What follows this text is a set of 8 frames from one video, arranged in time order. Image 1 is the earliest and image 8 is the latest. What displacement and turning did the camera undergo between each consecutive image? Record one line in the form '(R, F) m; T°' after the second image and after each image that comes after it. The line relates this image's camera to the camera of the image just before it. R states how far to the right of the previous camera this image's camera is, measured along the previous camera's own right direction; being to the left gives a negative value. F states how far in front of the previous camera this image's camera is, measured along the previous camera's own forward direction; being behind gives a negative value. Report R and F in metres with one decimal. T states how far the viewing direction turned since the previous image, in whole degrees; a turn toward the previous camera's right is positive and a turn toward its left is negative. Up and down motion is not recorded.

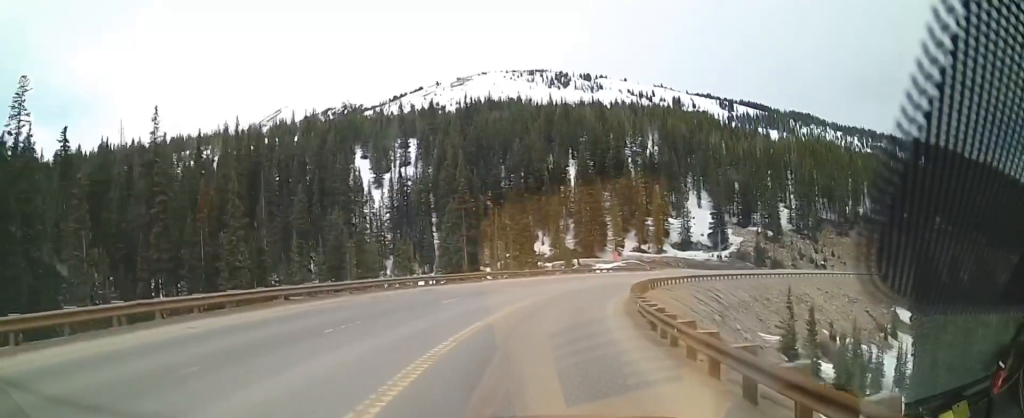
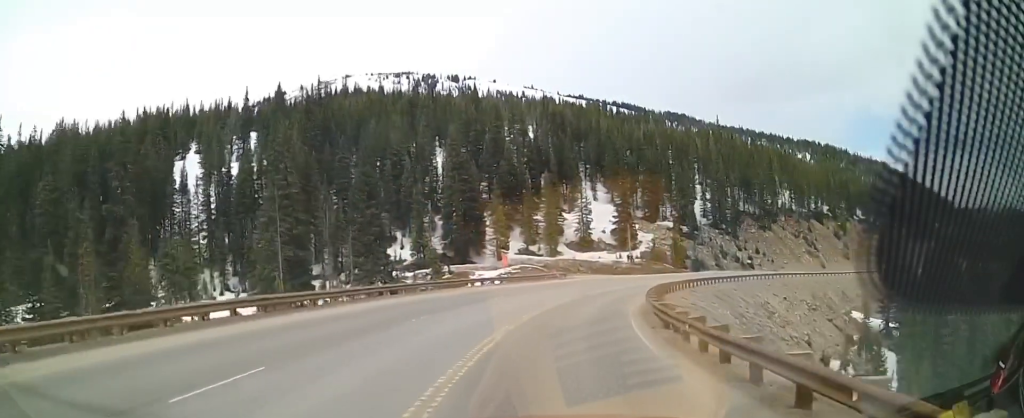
(+4.2, +29.6) m; +15°
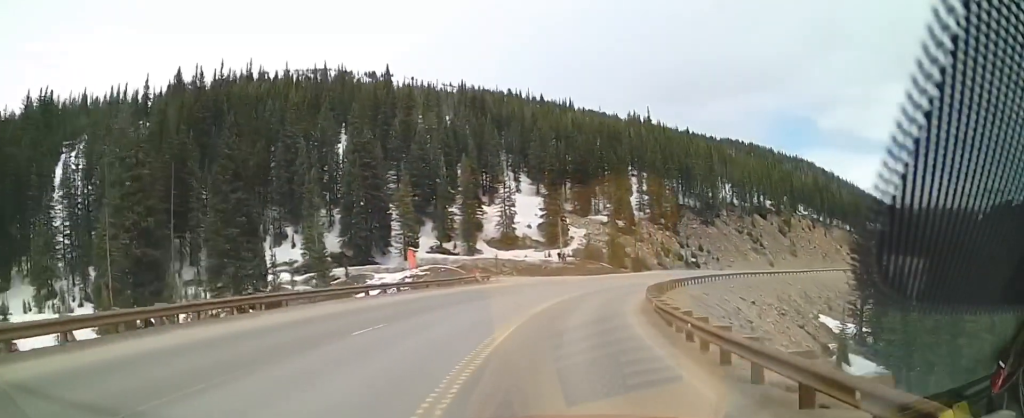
(+0.8, +16.0) m; +8°
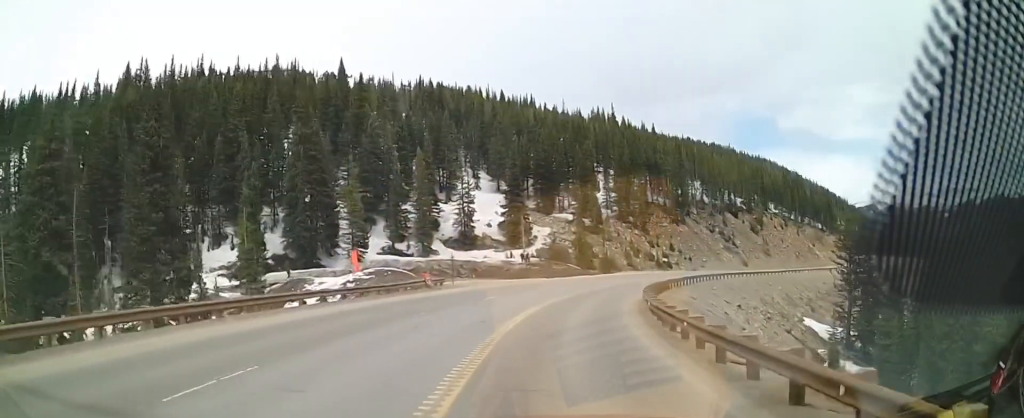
(+0.5, +7.7) m; +4°
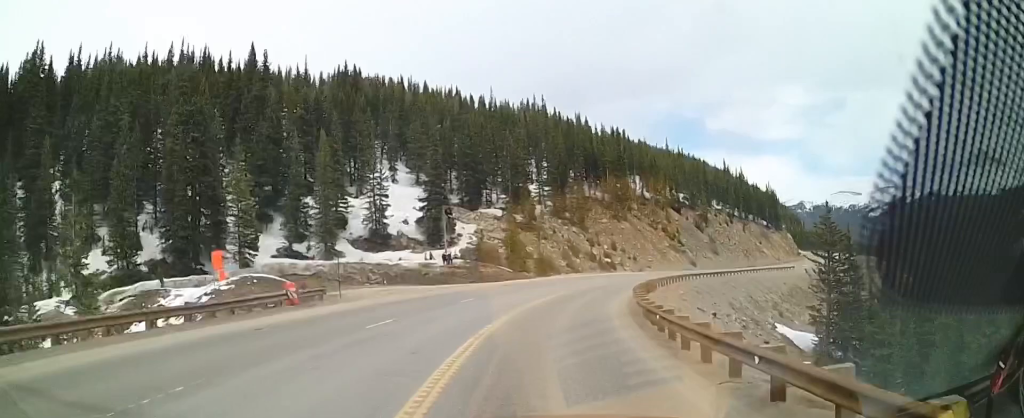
(+0.6, +14.6) m; +5°
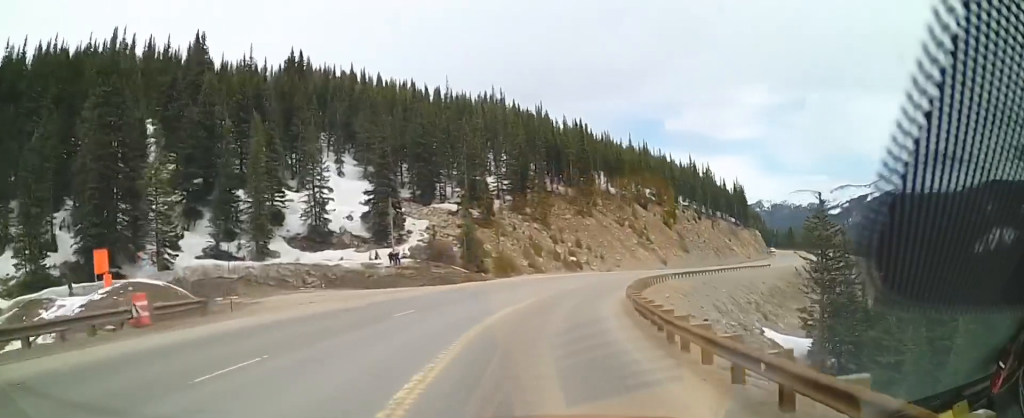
(+0.3, +9.2) m; +3°
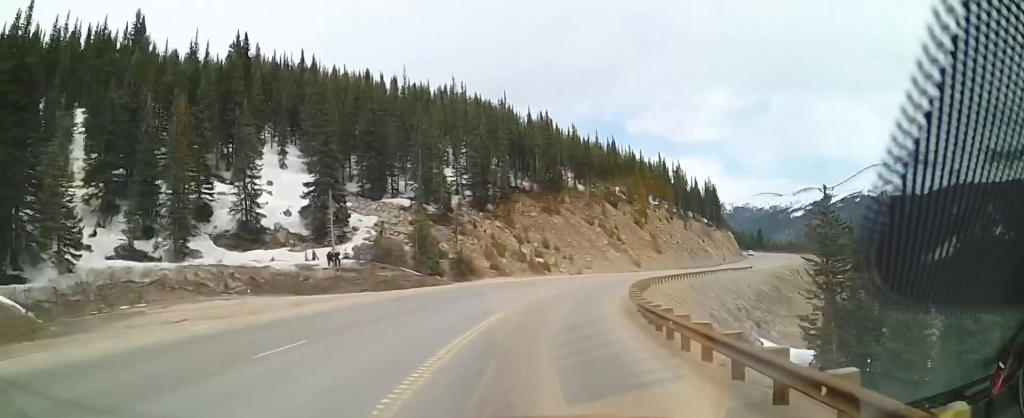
(+0.3, +10.3) m; +4°
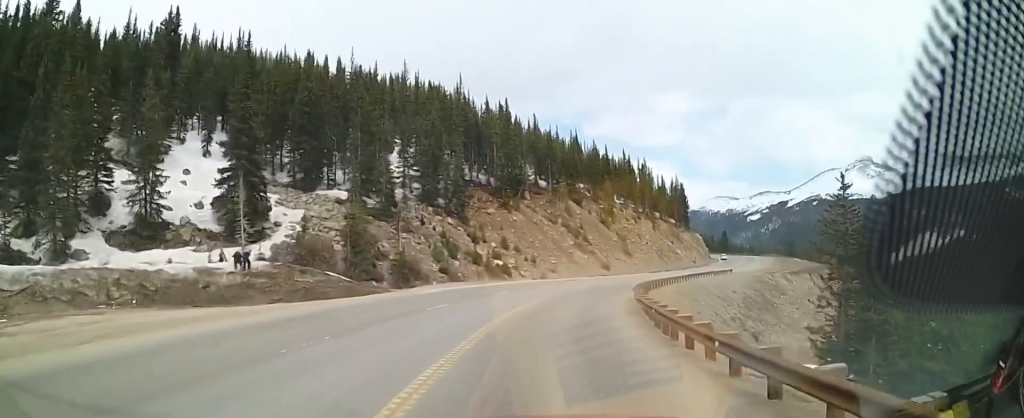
(+0.3, +12.2) m; +6°
